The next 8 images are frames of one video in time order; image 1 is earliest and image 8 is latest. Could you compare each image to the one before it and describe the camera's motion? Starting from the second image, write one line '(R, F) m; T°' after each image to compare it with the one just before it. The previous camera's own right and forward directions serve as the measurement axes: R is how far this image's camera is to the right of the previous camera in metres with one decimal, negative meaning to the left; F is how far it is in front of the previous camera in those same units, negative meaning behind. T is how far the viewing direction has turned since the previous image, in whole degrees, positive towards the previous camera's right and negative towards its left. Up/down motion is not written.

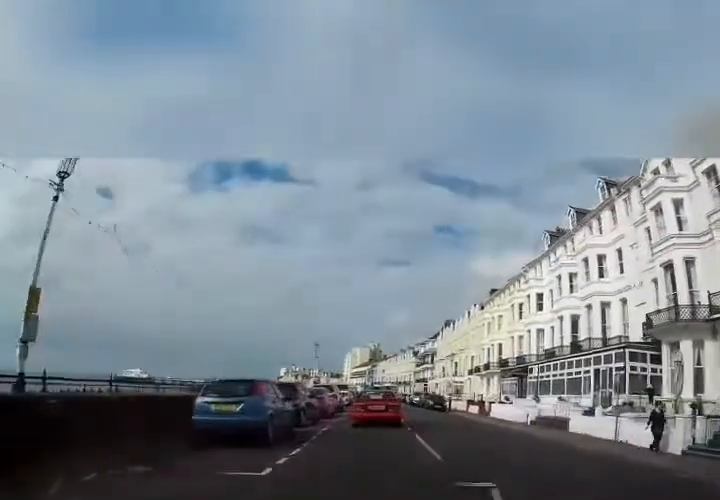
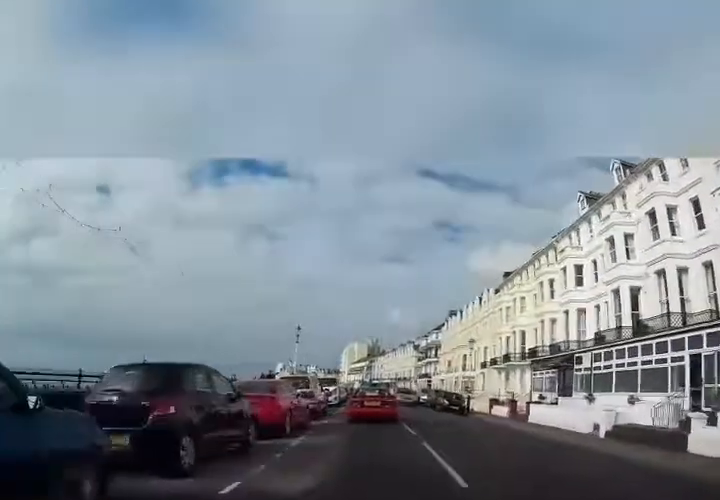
(-0.1, +9.1) m; -1°
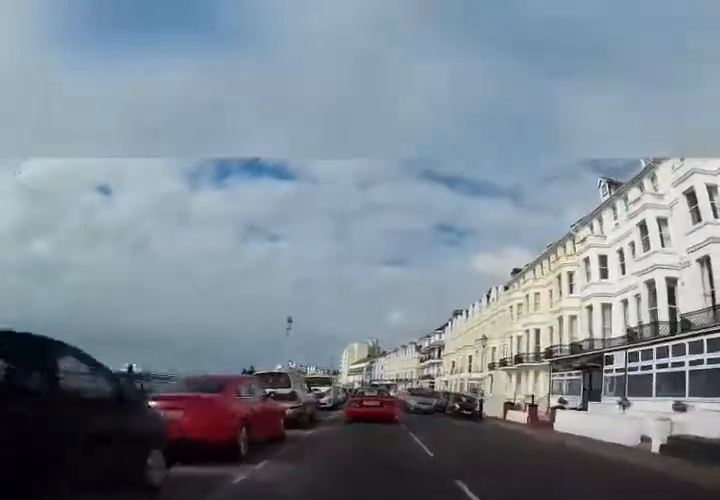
(-0.1, +3.8) m; 0°
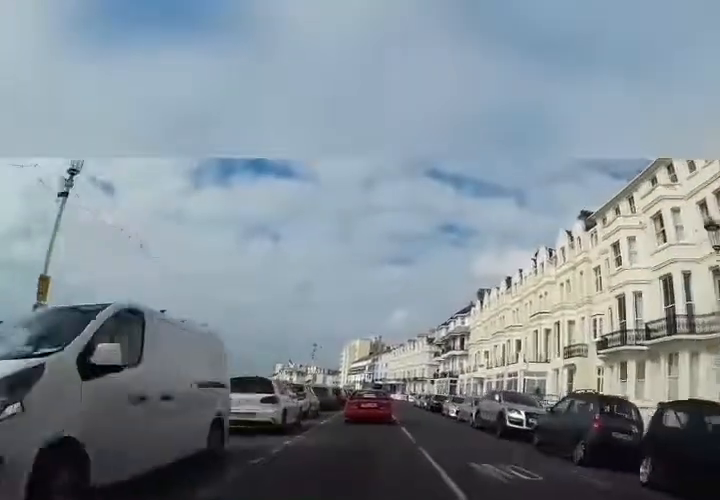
(+0.3, +21.7) m; -1°
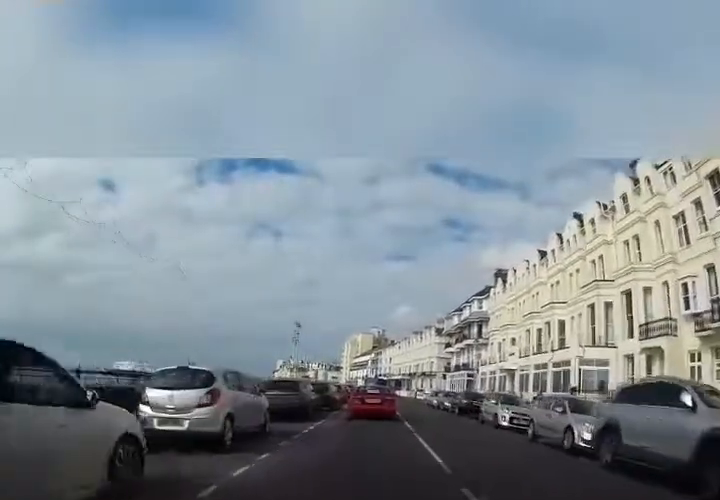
(-0.3, +10.3) m; 0°
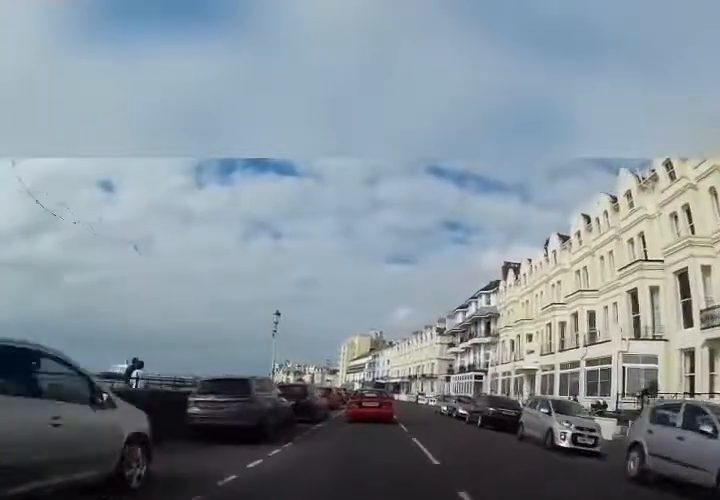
(+0.2, +5.7) m; +2°
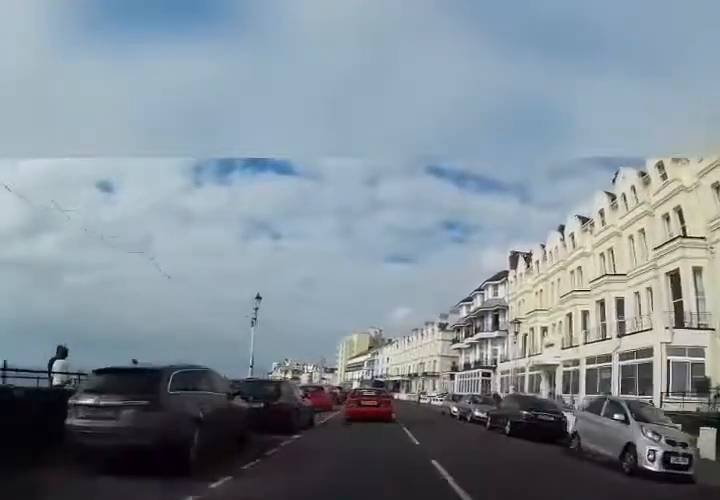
(0.0, +4.2) m; +2°
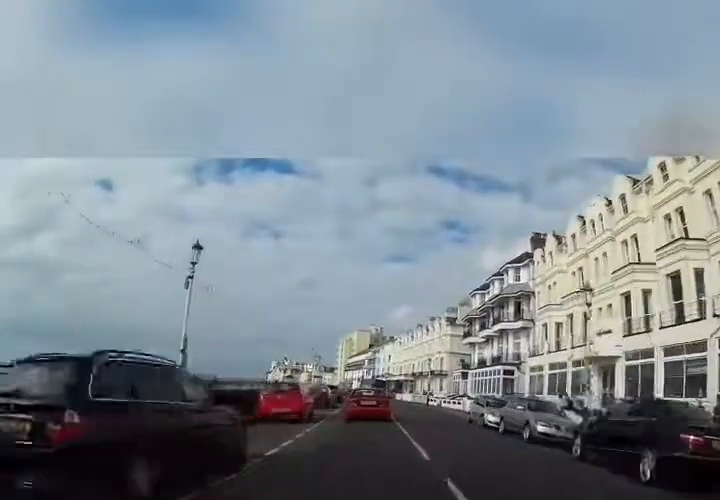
(+0.3, +7.7) m; 0°
